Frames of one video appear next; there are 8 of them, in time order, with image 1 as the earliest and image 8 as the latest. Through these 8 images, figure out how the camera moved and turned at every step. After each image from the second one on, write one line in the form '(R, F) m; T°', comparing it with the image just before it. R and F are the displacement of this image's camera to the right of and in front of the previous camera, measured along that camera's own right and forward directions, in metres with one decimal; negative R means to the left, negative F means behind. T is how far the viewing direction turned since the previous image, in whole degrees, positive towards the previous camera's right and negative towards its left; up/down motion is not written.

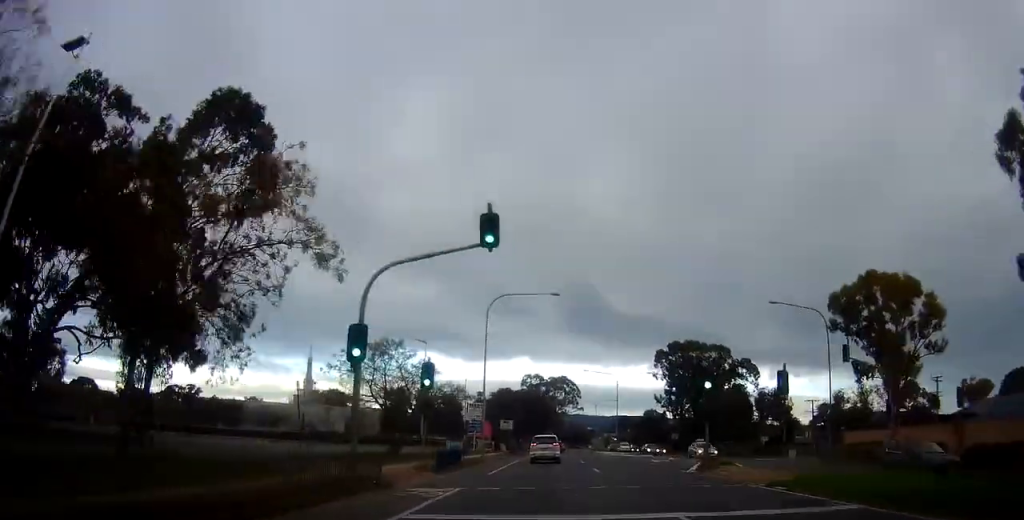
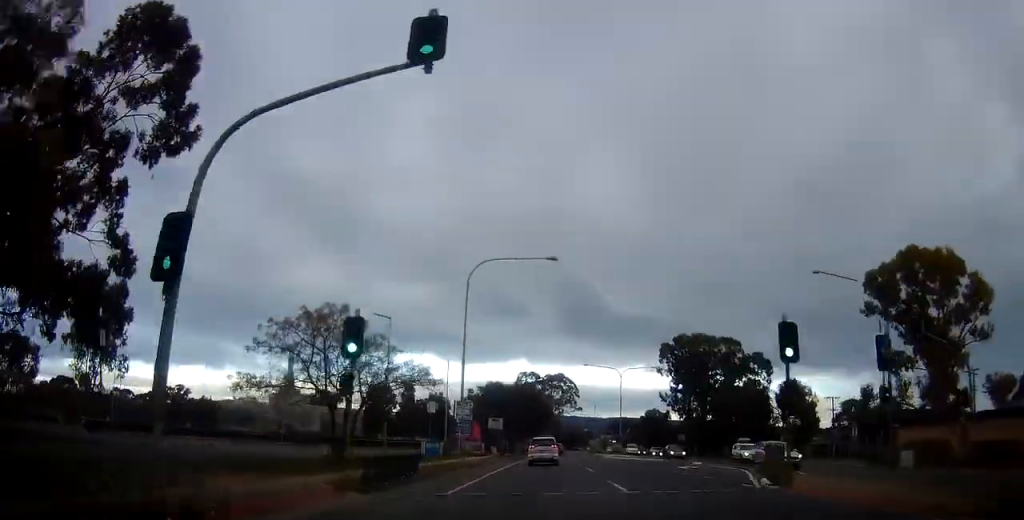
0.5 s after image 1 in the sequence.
(-0.1, +8.9) m; +2°
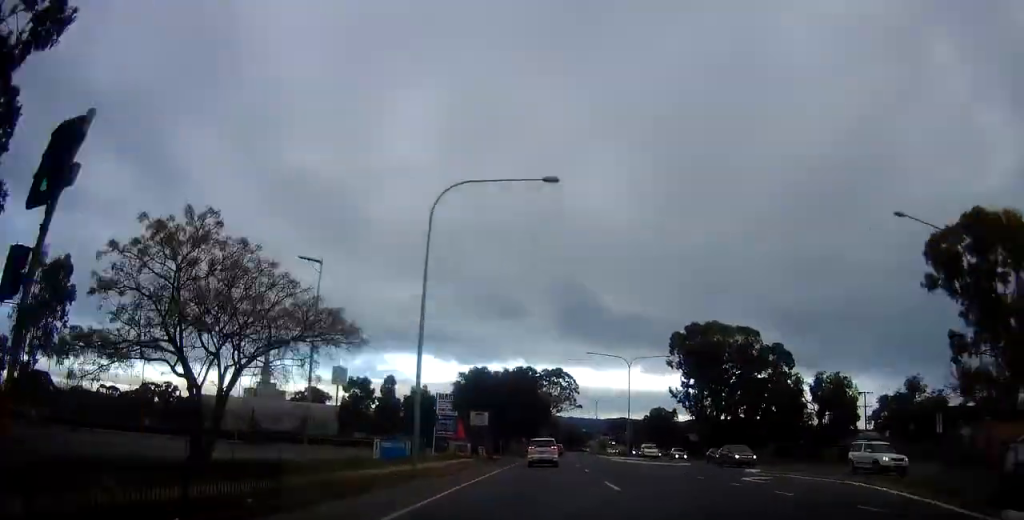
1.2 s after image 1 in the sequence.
(+0.6, +11.0) m; +1°
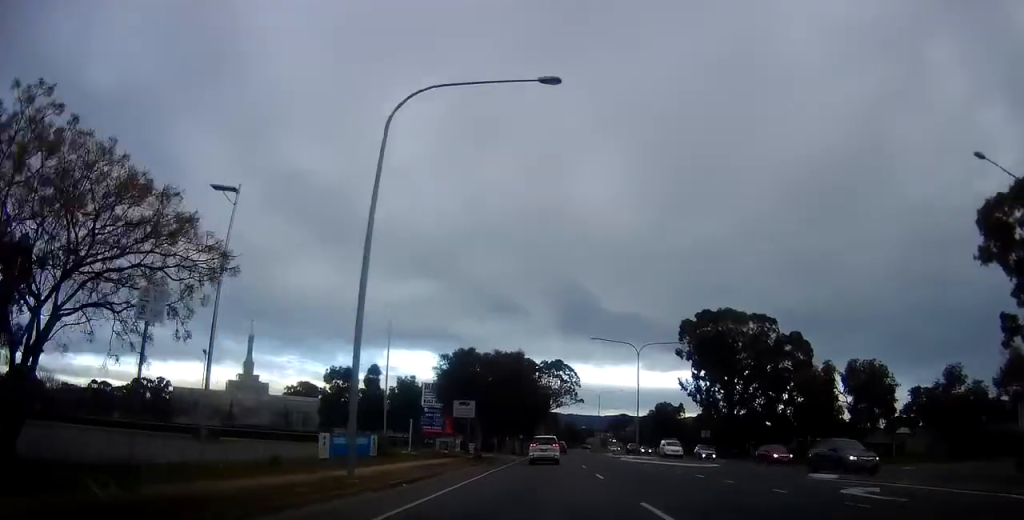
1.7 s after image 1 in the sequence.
(+0.1, +7.6) m; 0°
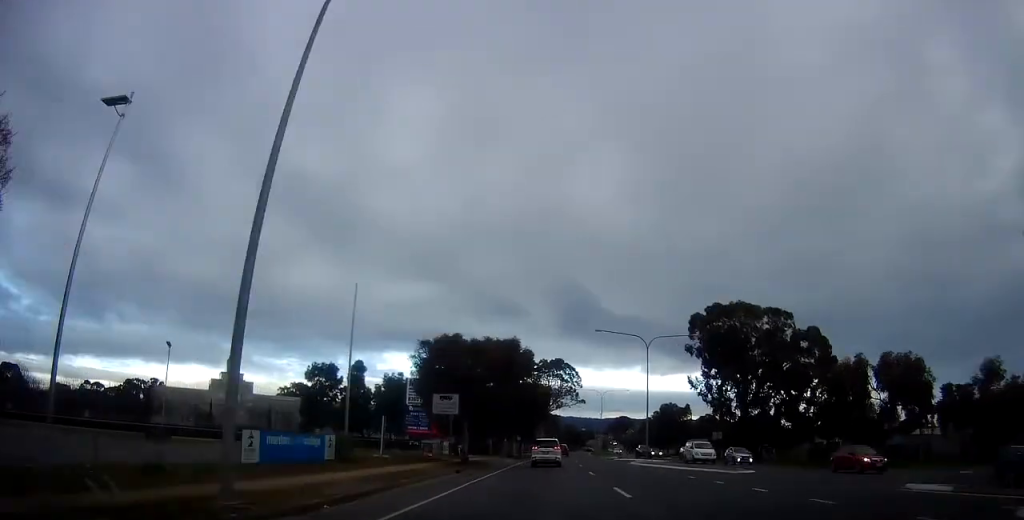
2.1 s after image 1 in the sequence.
(-0.2, +6.4) m; -1°
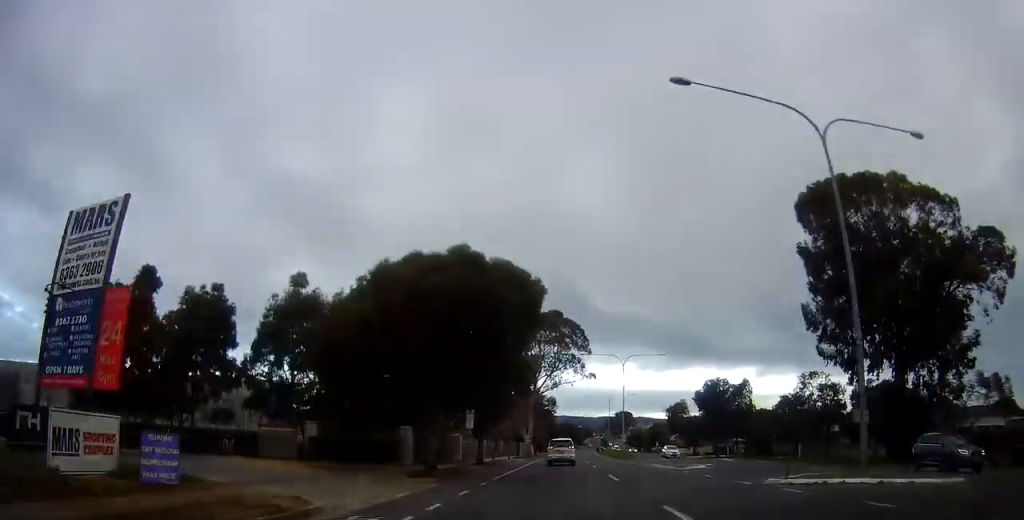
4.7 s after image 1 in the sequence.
(-0.7, +41.3) m; 0°
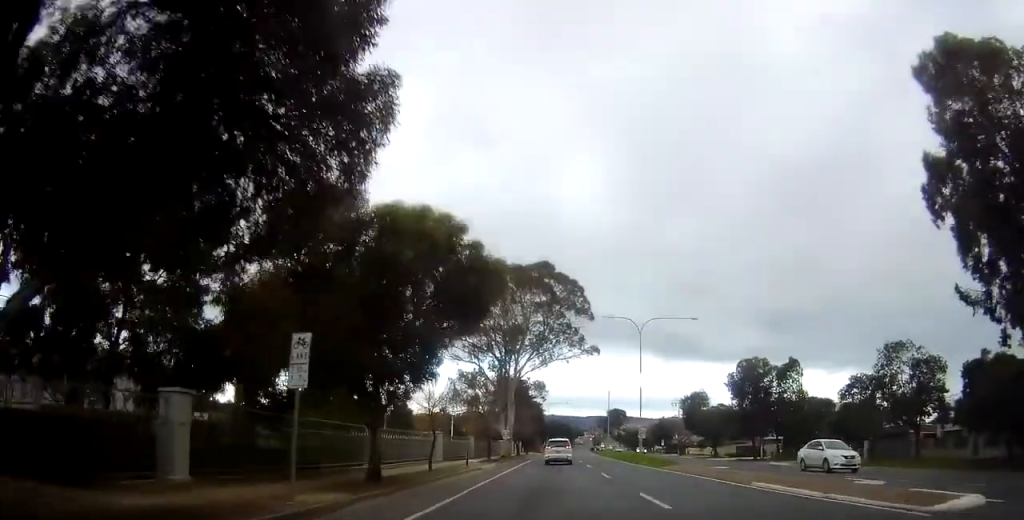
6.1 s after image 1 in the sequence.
(+0.7, +20.7) m; +2°
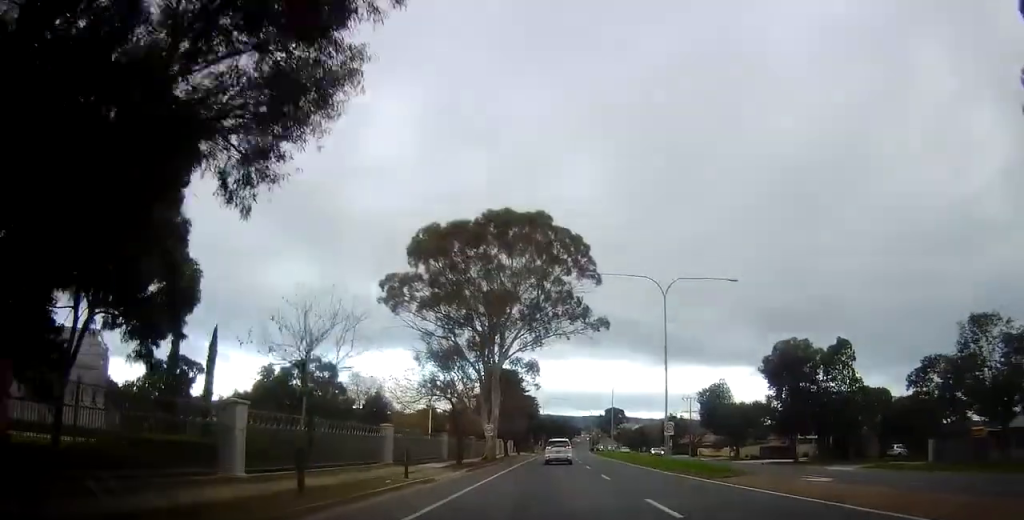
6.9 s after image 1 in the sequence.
(0.0, +12.7) m; -1°
